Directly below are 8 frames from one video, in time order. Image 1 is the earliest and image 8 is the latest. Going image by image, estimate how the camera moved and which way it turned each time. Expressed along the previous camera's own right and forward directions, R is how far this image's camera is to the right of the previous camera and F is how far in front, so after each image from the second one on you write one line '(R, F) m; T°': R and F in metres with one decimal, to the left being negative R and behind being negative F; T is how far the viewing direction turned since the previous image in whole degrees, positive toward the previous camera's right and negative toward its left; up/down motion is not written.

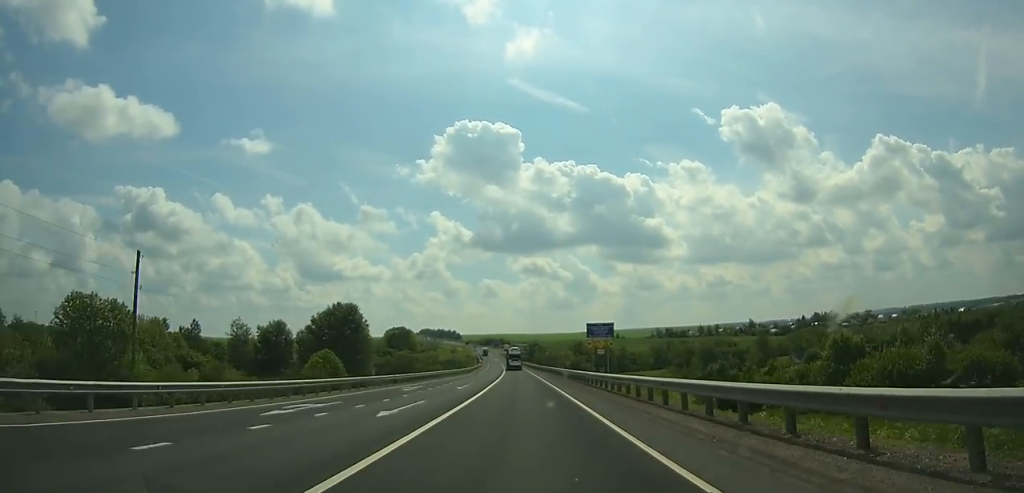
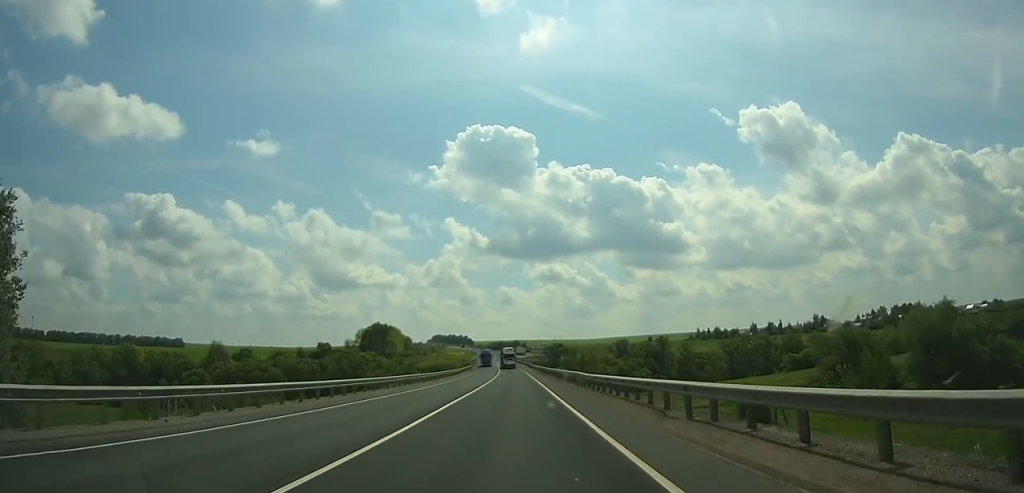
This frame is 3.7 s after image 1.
(-1.1, +95.7) m; -2°
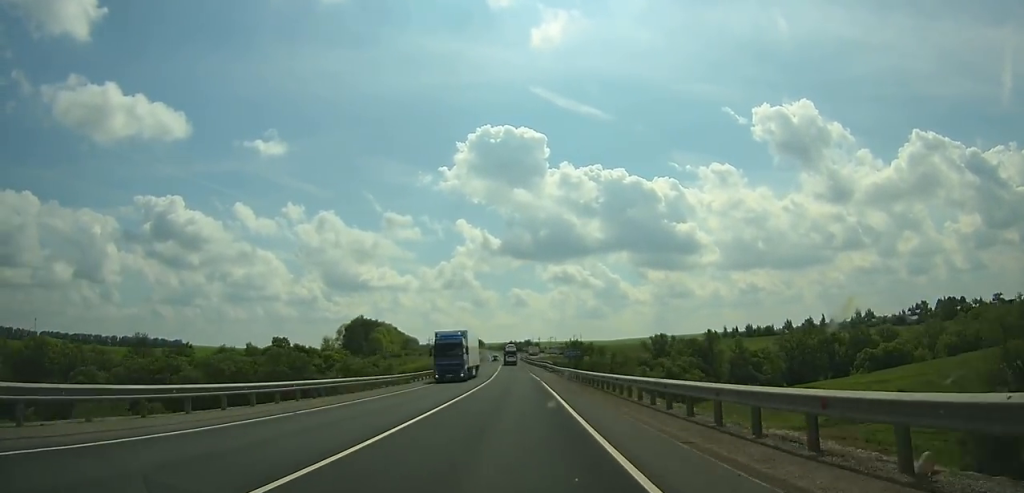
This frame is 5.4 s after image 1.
(-0.5, +43.6) m; -1°
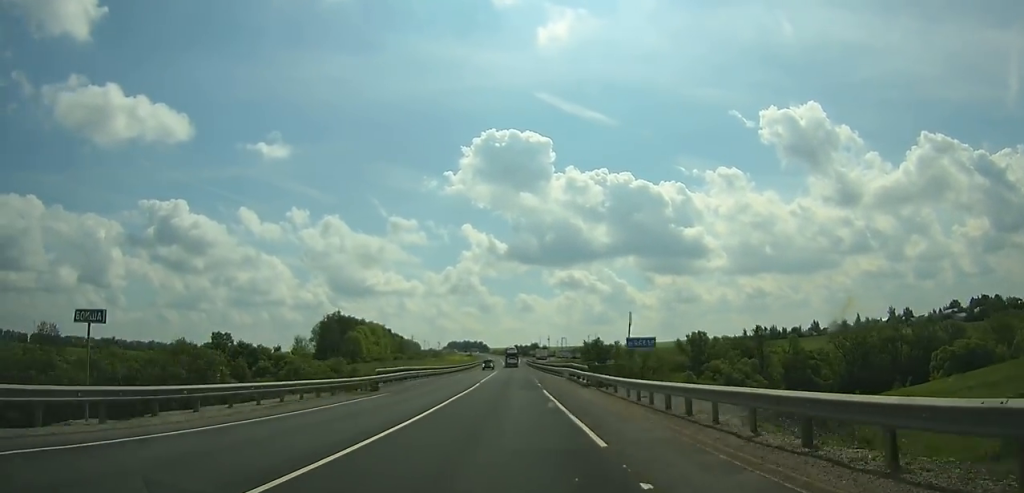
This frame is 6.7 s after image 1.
(0.0, +33.4) m; -1°
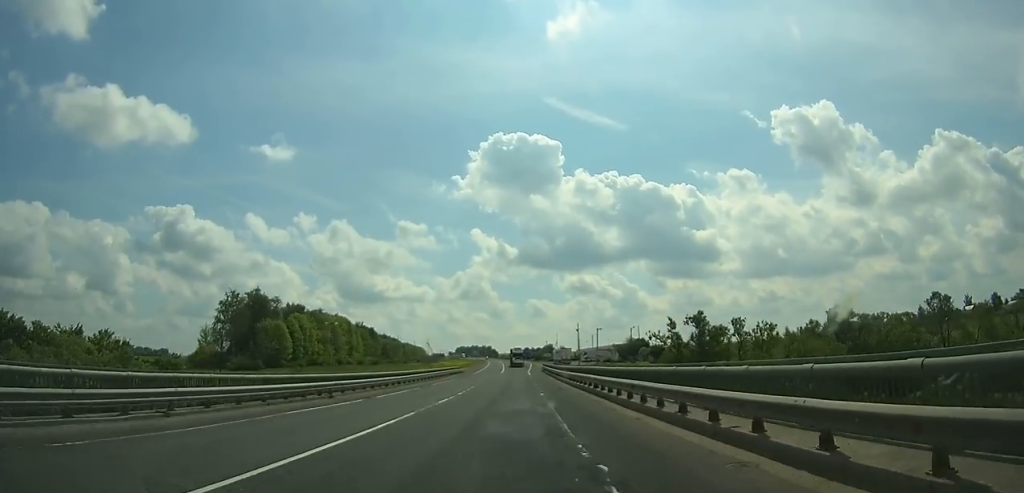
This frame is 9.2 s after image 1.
(-0.9, +64.1) m; -1°
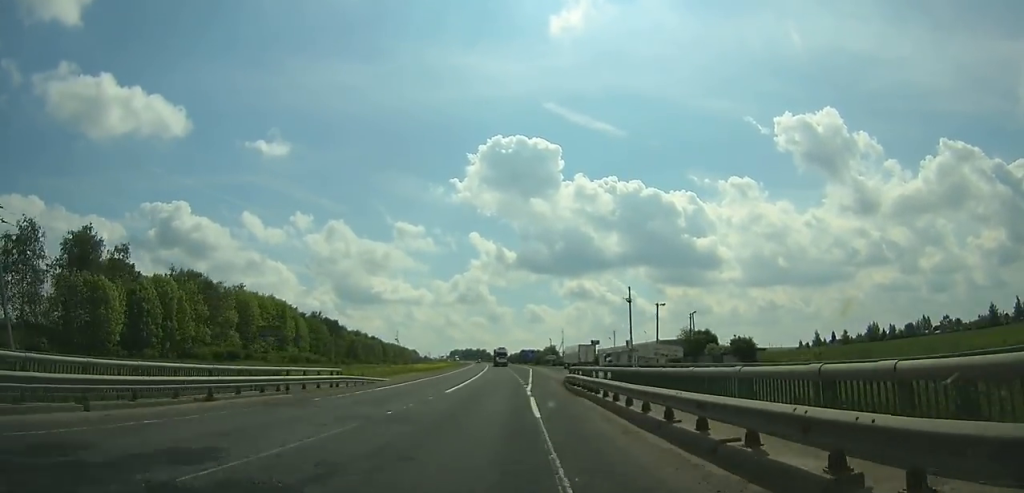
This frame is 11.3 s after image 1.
(-0.3, +53.4) m; -1°
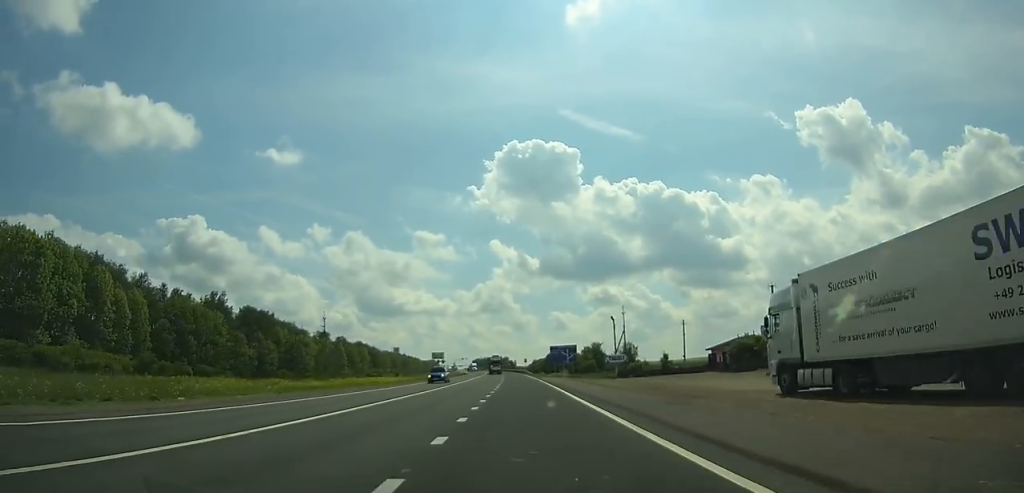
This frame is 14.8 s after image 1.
(-0.7, +87.3) m; -1°
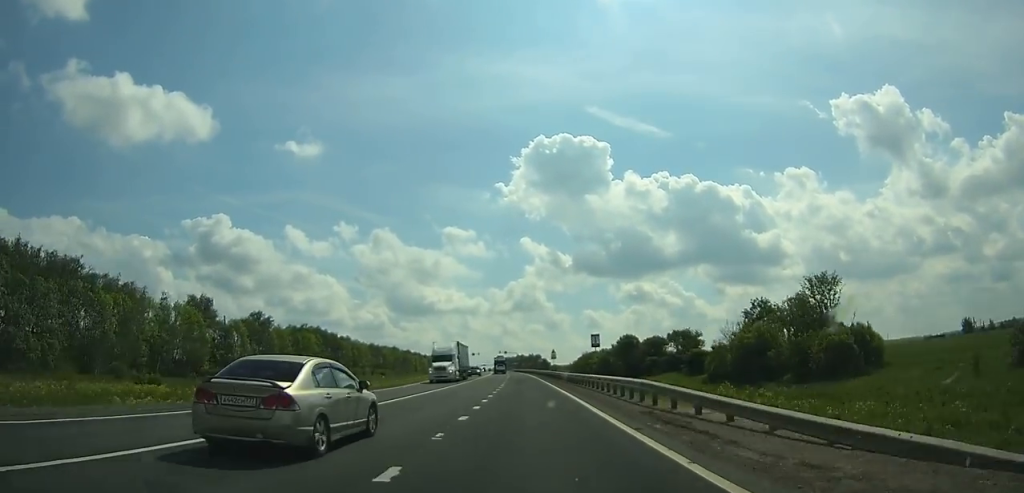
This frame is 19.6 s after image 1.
(-3.1, +115.3) m; -3°
